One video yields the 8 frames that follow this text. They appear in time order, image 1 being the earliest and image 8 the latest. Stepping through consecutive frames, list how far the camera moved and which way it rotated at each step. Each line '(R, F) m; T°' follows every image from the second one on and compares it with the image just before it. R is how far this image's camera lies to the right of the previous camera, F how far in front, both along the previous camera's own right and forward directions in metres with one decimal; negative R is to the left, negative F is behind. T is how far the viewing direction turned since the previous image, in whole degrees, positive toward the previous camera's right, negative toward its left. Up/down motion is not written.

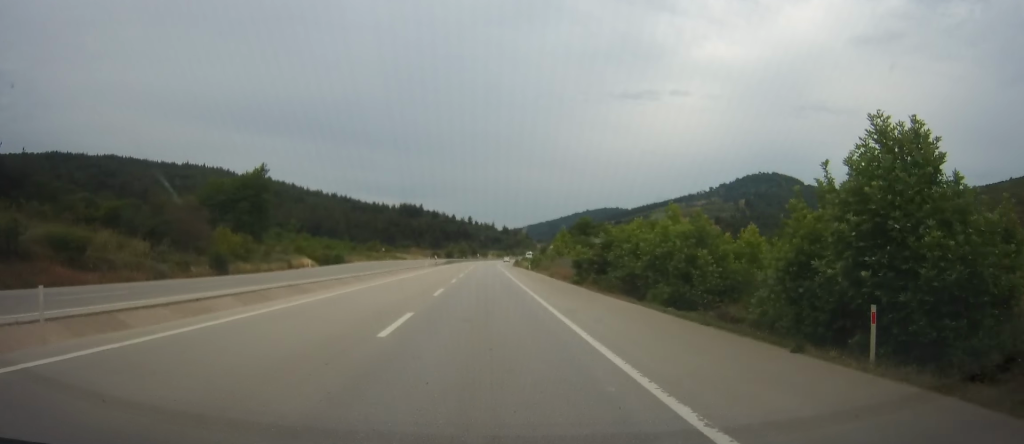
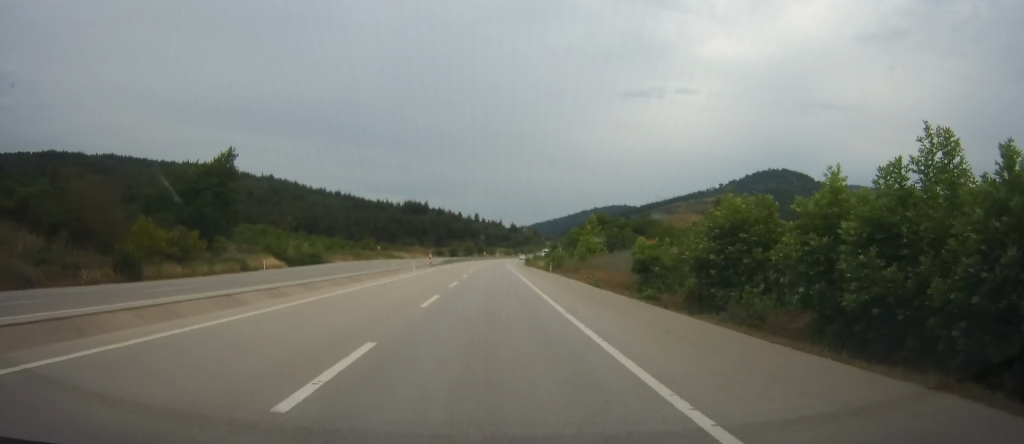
(0.0, +17.7) m; 0°
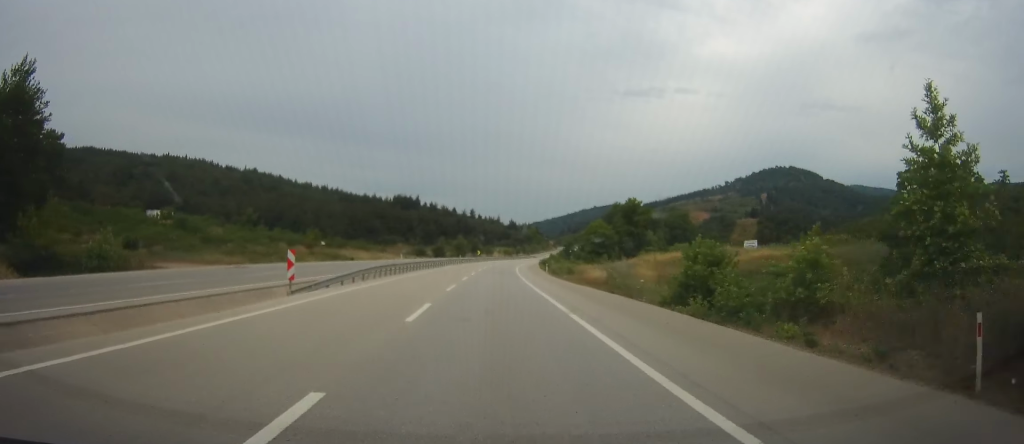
(+0.6, +52.3) m; 0°
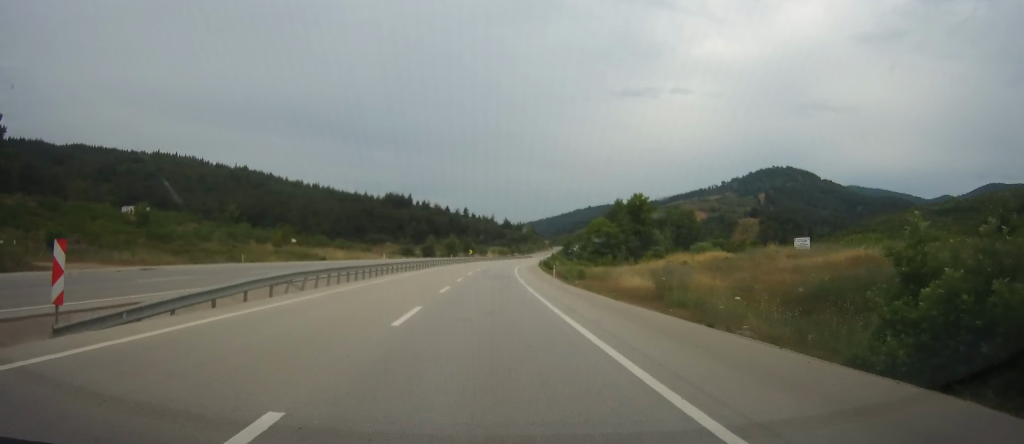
(+0.1, +13.3) m; -1°
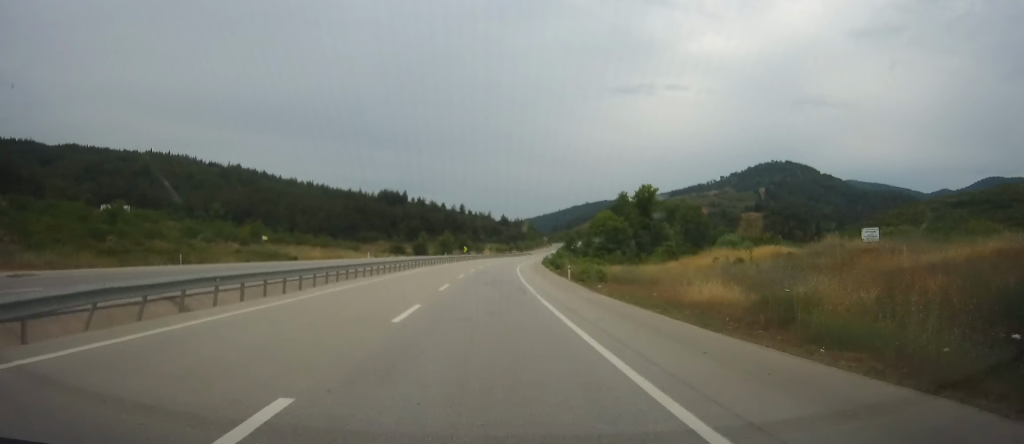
(-0.4, +11.7) m; 0°
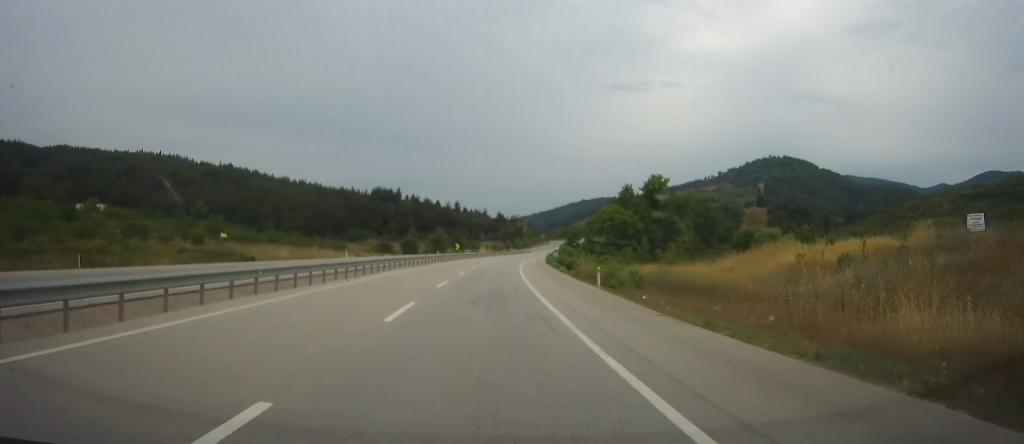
(-0.2, +12.3) m; 0°
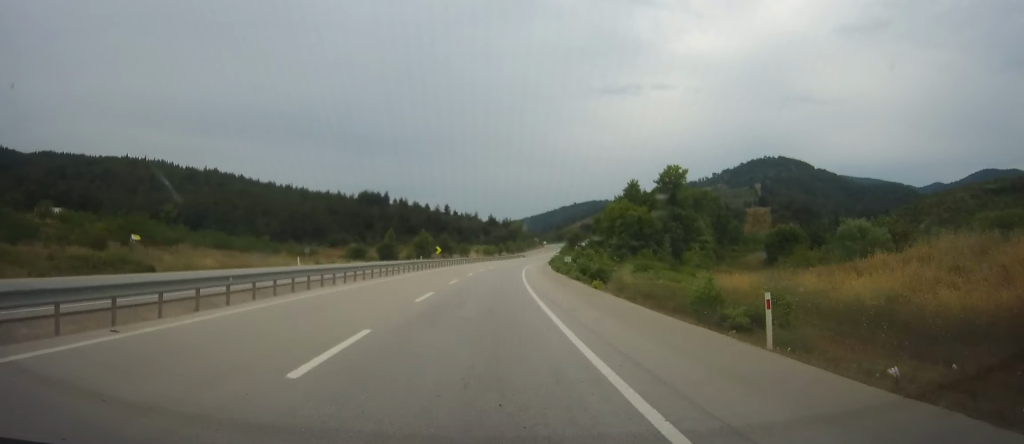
(+0.3, +18.1) m; +1°
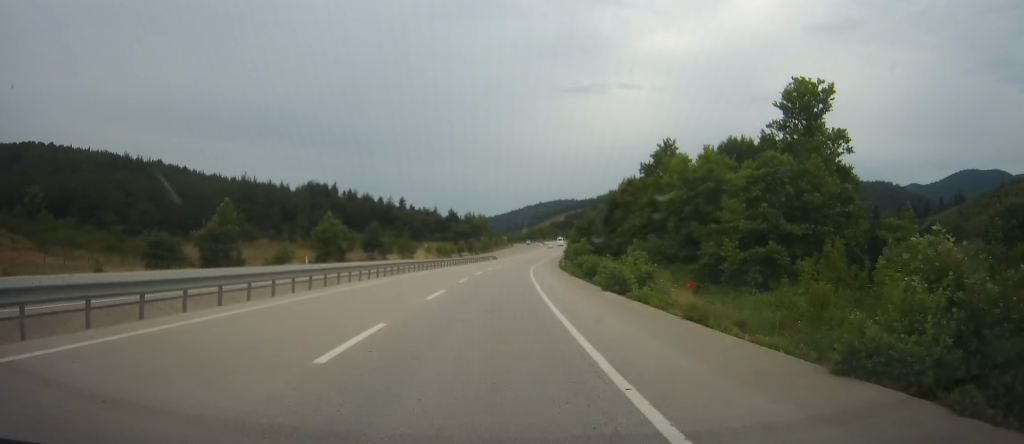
(+1.1, +58.5) m; +2°
